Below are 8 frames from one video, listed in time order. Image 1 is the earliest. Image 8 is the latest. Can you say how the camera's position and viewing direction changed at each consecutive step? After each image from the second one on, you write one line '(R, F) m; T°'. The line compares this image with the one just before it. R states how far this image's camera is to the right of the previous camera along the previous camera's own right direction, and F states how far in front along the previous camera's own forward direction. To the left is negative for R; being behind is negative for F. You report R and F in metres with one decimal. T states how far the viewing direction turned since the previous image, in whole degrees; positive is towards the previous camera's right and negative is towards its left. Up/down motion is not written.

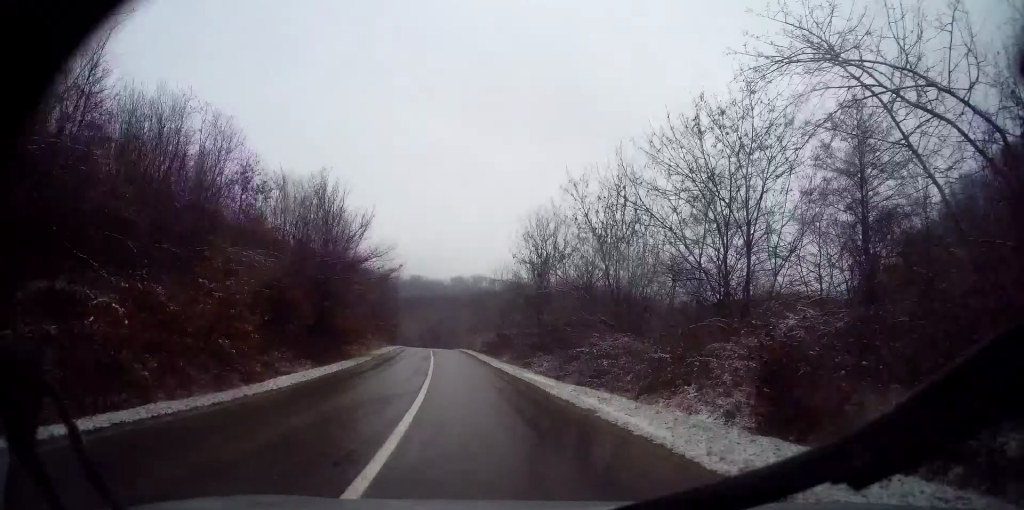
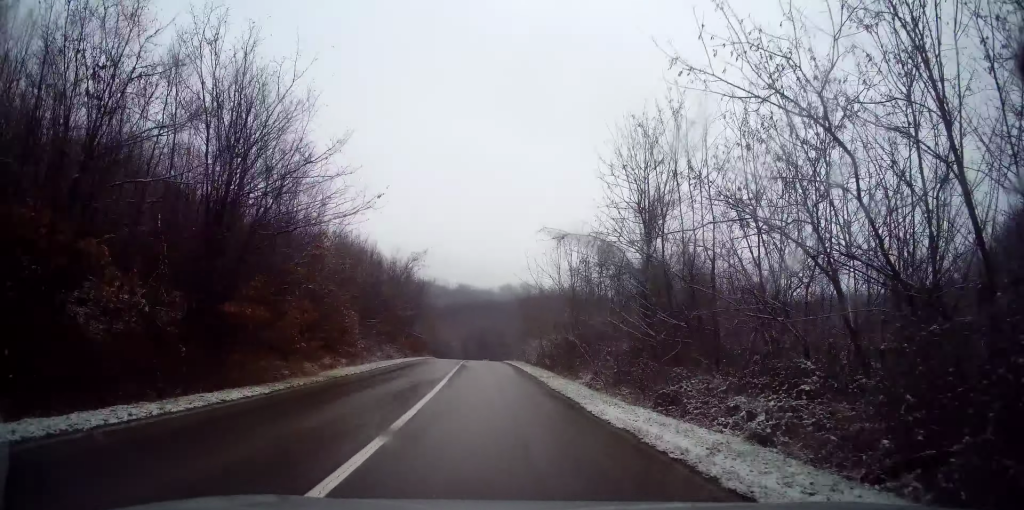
(-1.0, +18.5) m; -5°
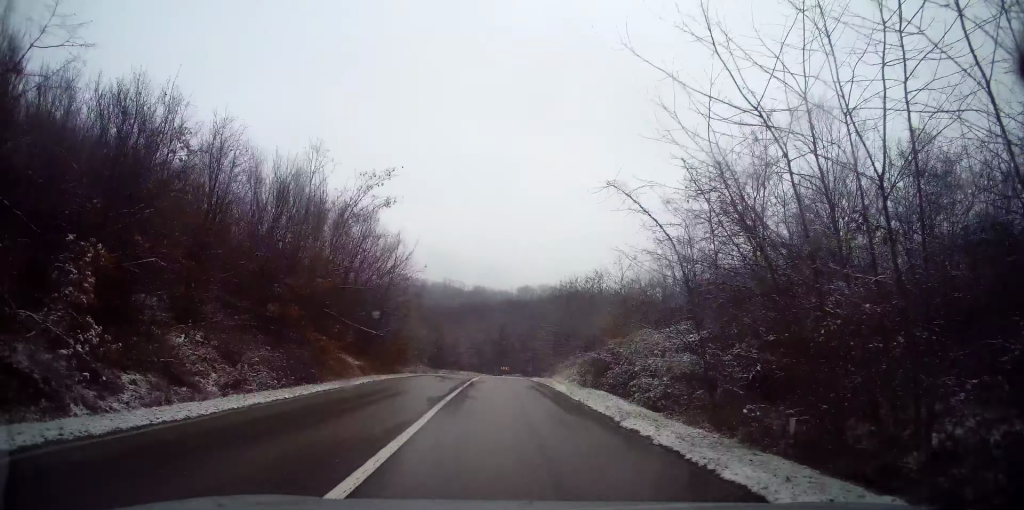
(-1.1, +25.9) m; -4°
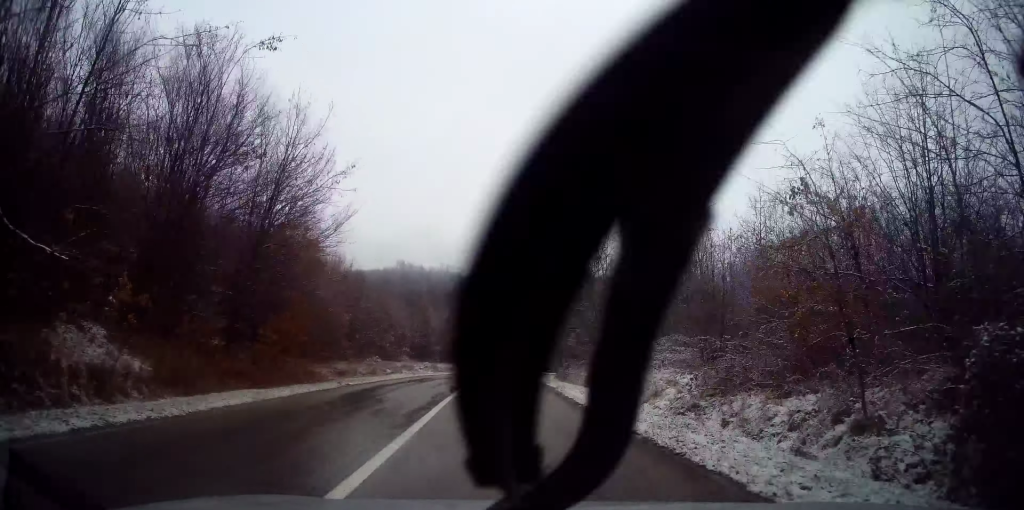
(-0.2, +19.9) m; 0°
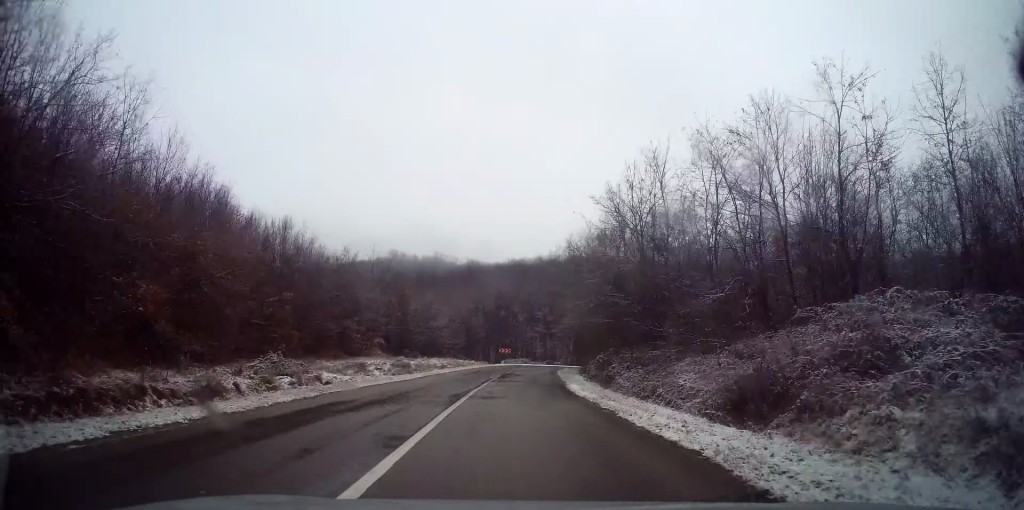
(0.0, +17.1) m; 0°
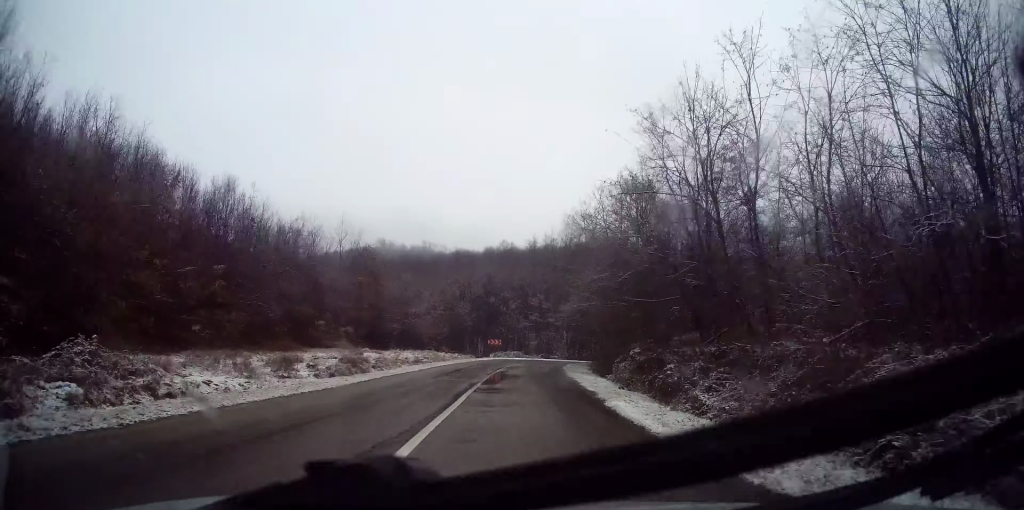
(0.0, +10.0) m; +2°
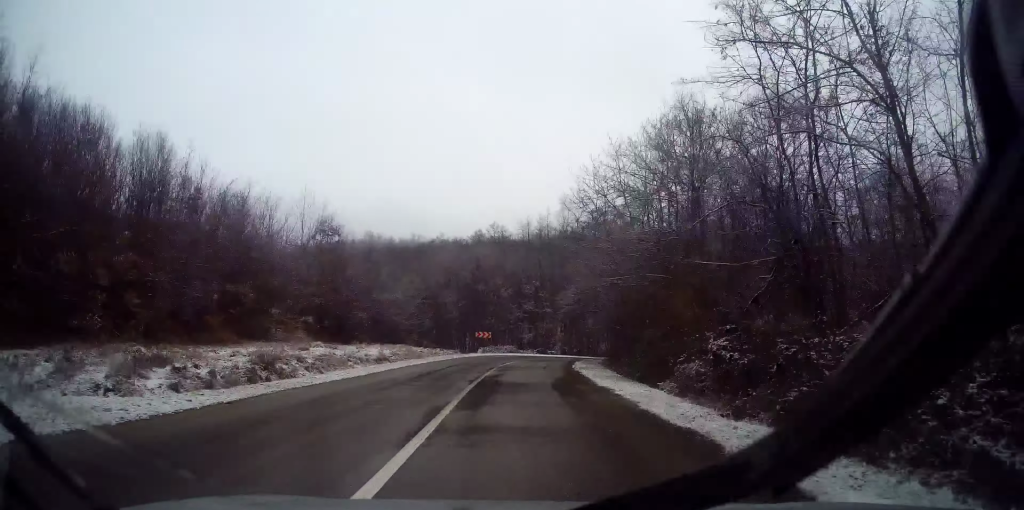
(0.0, +8.9) m; +2°
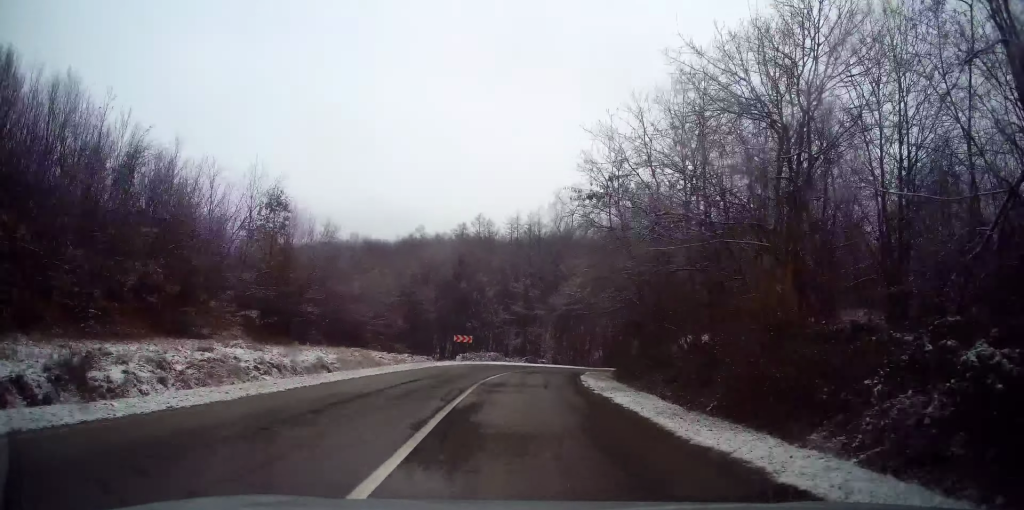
(+0.2, +8.3) m; +2°
